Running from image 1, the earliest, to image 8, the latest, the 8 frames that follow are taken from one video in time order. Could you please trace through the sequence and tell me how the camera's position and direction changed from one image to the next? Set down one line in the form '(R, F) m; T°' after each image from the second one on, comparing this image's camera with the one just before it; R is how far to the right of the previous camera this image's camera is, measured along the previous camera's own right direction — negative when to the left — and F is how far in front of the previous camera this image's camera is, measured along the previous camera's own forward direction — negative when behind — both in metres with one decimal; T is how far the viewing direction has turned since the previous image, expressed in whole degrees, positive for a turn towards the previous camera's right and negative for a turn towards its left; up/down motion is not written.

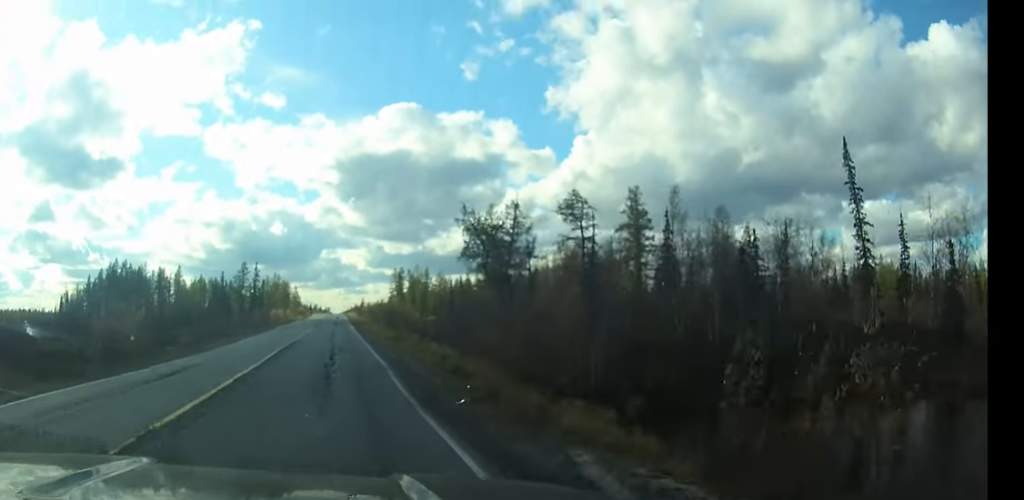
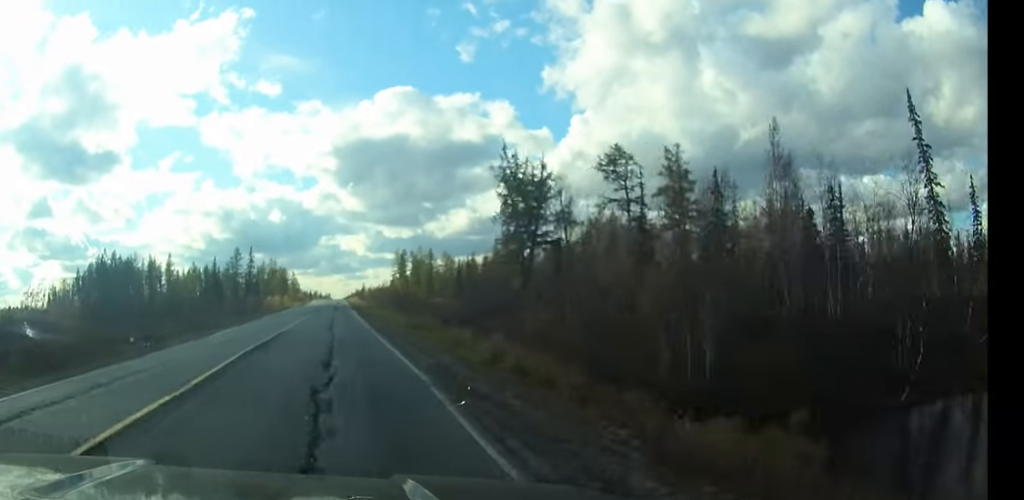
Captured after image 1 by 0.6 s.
(0.0, +10.4) m; 0°
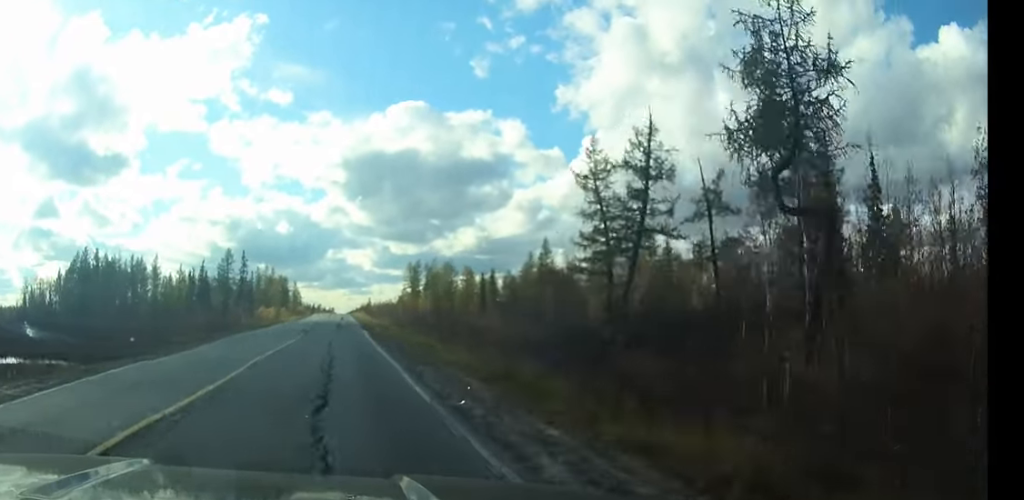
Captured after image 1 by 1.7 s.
(0.0, +19.7) m; 0°
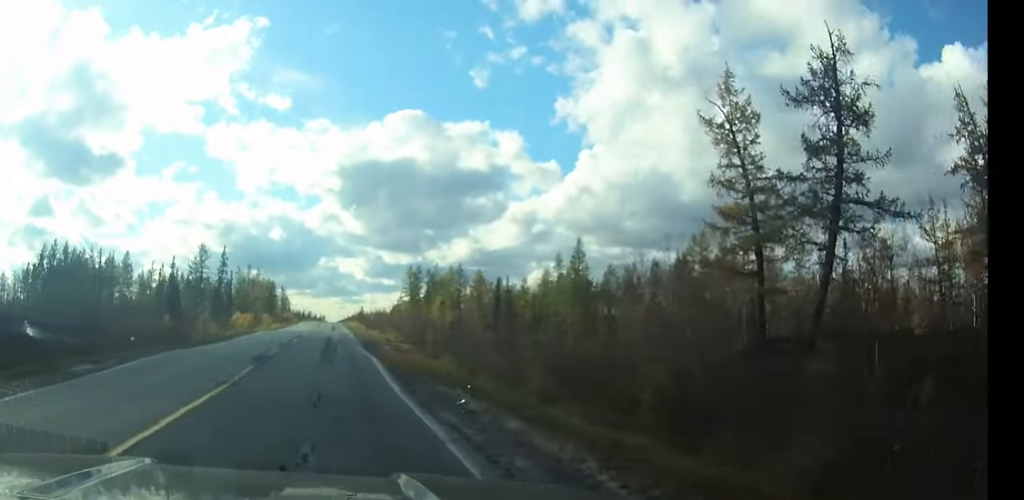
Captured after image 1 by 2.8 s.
(0.0, +17.9) m; 0°
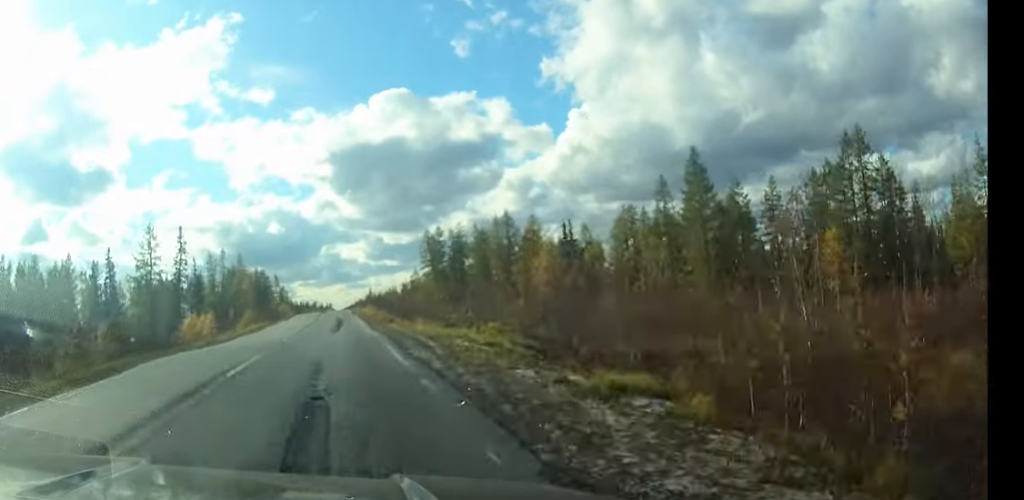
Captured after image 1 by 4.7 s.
(0.0, +32.8) m; 0°
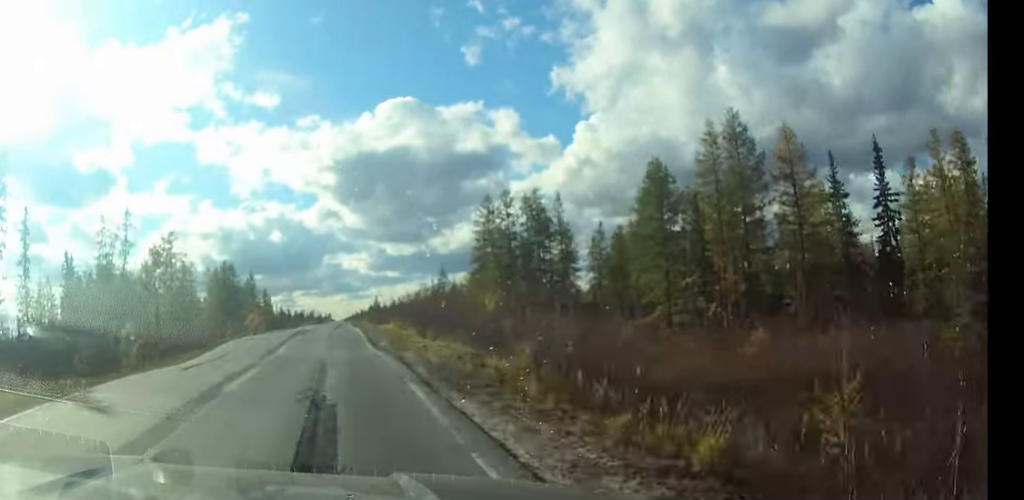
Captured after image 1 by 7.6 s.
(-0.1, +52.3) m; 0°
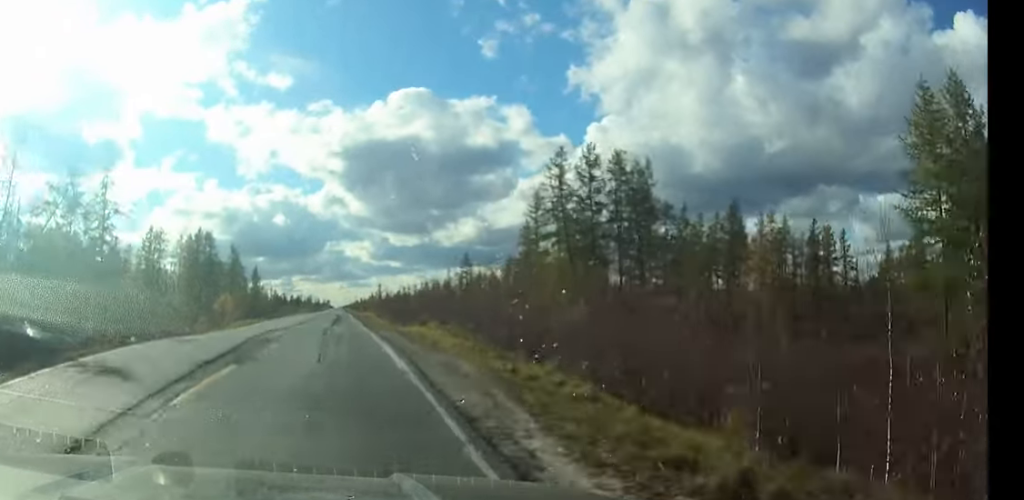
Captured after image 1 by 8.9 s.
(+0.1, +25.6) m; 0°
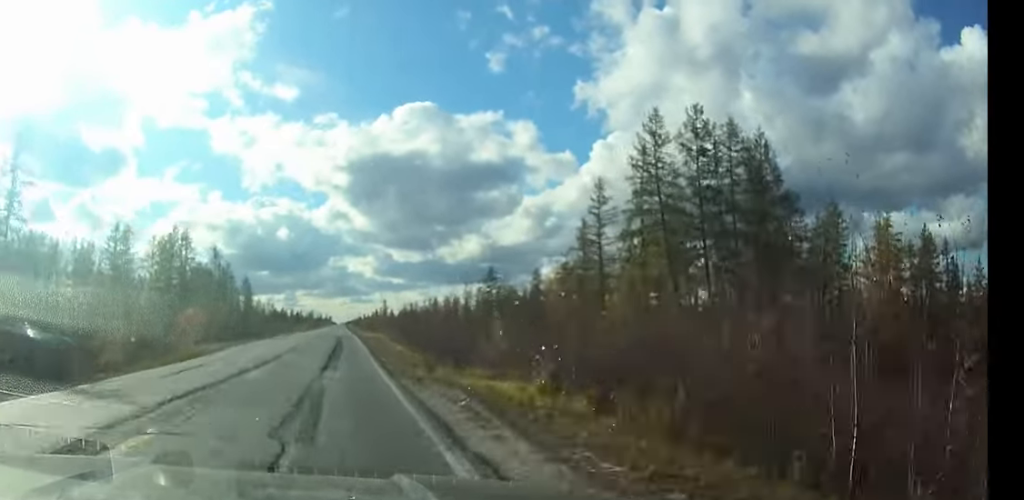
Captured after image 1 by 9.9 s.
(+0.1, +18.9) m; 0°
